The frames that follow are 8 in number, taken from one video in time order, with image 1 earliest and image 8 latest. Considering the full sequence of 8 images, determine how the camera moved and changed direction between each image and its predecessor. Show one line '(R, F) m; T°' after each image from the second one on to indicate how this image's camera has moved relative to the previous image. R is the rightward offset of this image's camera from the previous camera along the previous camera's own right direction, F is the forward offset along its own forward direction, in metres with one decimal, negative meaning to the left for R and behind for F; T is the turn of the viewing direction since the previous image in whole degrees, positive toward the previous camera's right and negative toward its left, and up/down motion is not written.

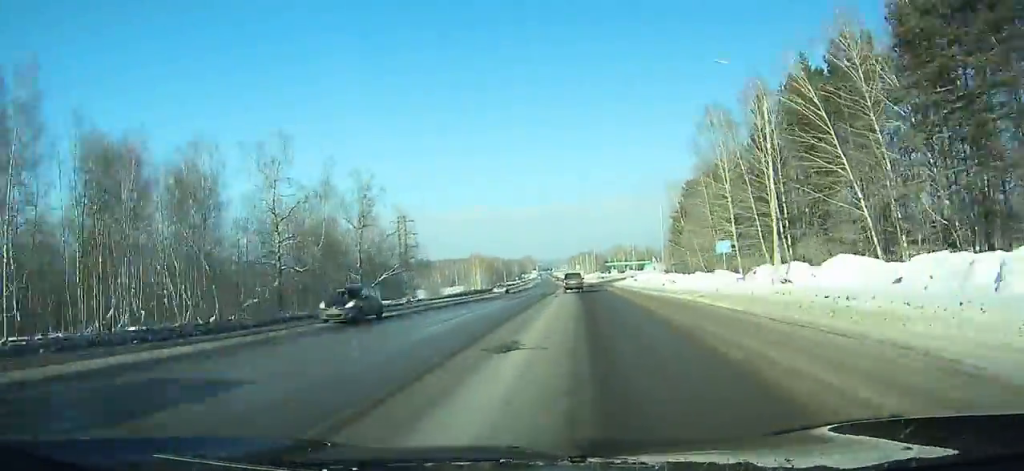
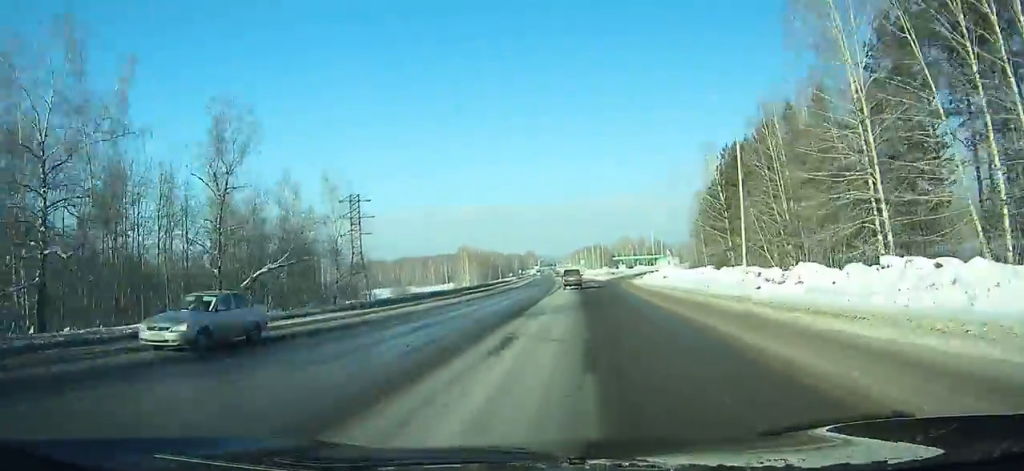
(-0.1, +31.5) m; -1°
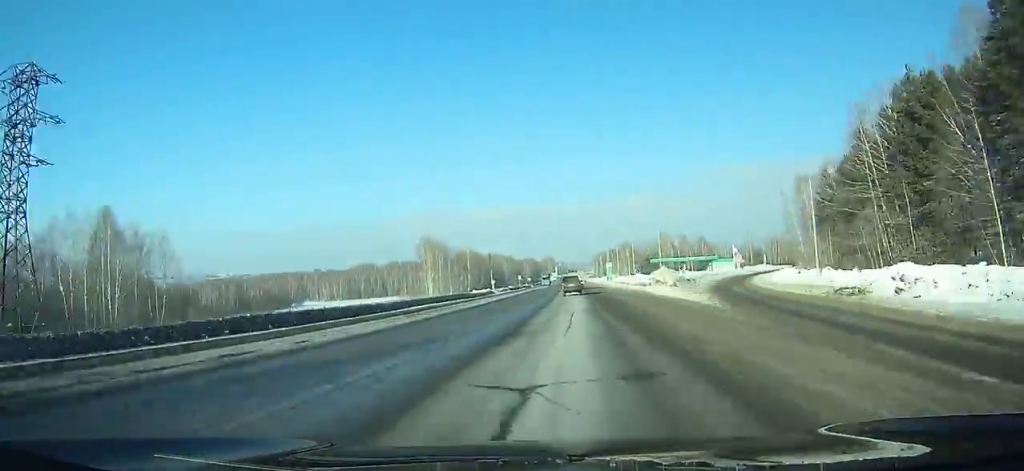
(-0.9, +72.4) m; -1°
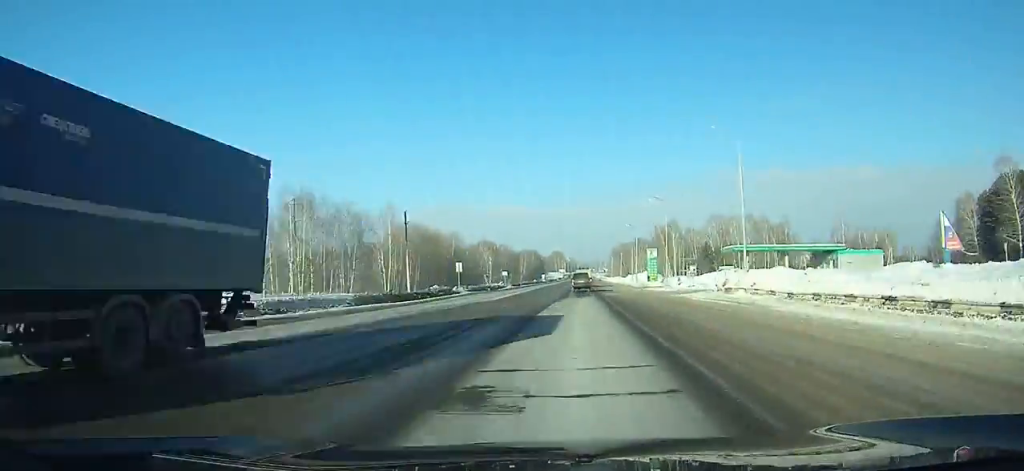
(-1.0, +93.9) m; -1°
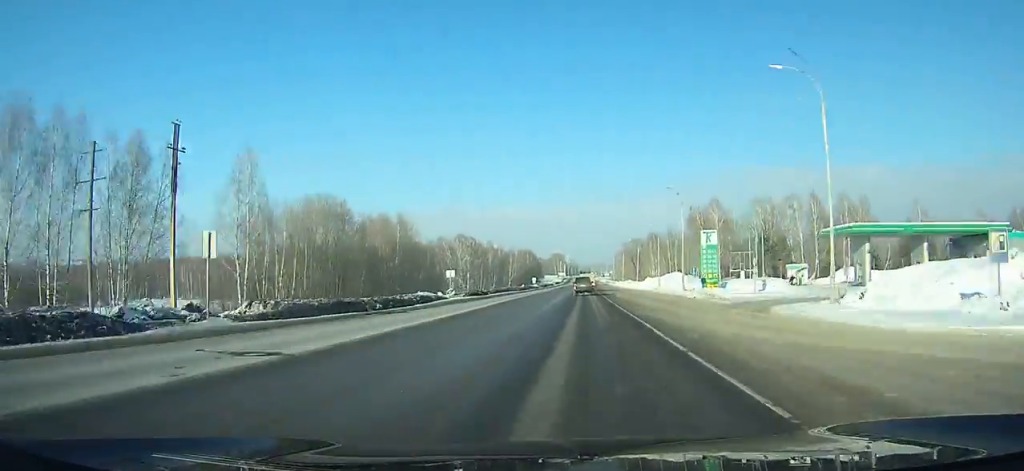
(-0.5, +48.7) m; 0°
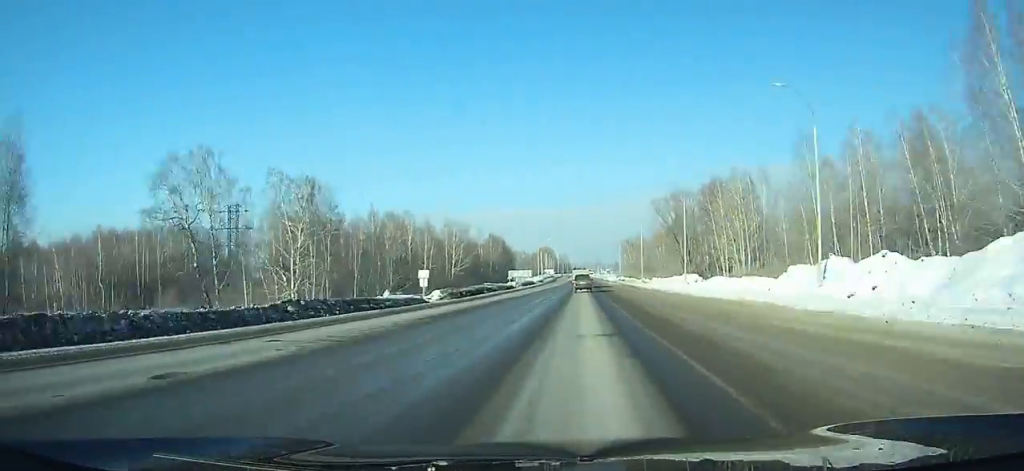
(+0.3, +109.3) m; 0°
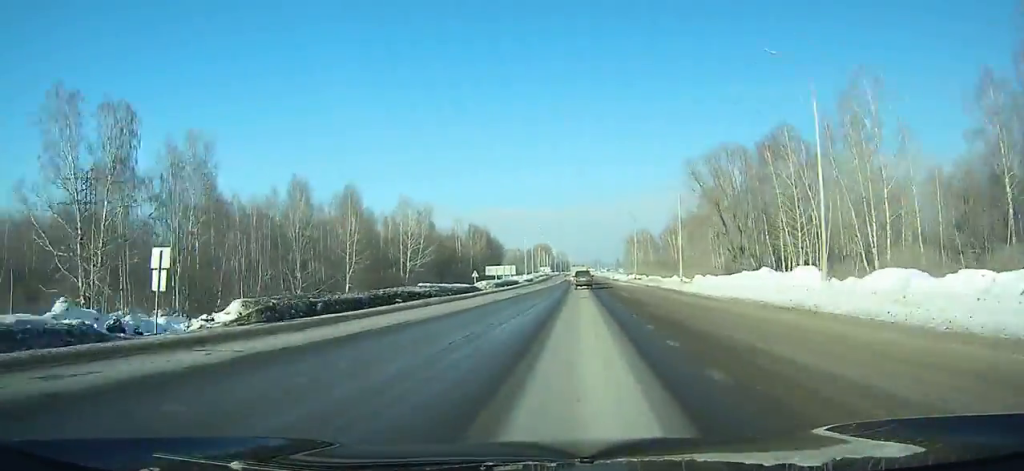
(0.0, +34.8) m; 0°
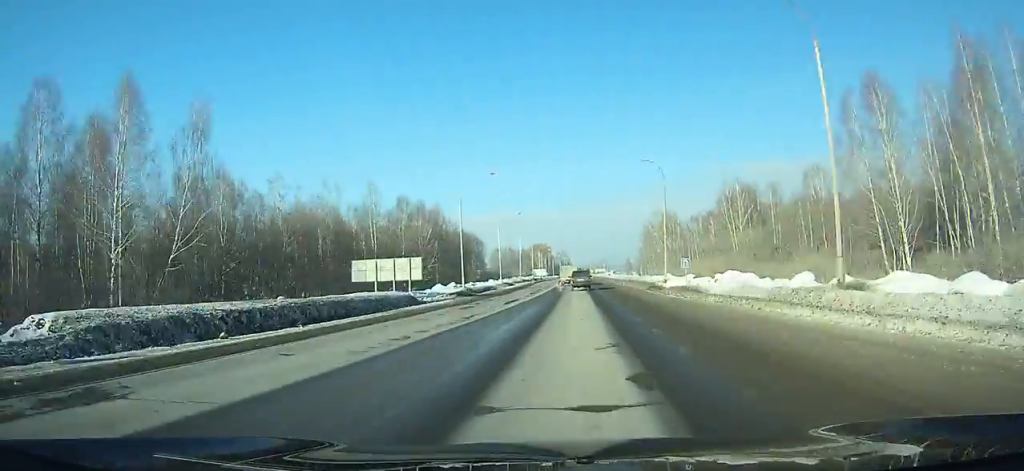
(0.0, +66.5) m; 0°
